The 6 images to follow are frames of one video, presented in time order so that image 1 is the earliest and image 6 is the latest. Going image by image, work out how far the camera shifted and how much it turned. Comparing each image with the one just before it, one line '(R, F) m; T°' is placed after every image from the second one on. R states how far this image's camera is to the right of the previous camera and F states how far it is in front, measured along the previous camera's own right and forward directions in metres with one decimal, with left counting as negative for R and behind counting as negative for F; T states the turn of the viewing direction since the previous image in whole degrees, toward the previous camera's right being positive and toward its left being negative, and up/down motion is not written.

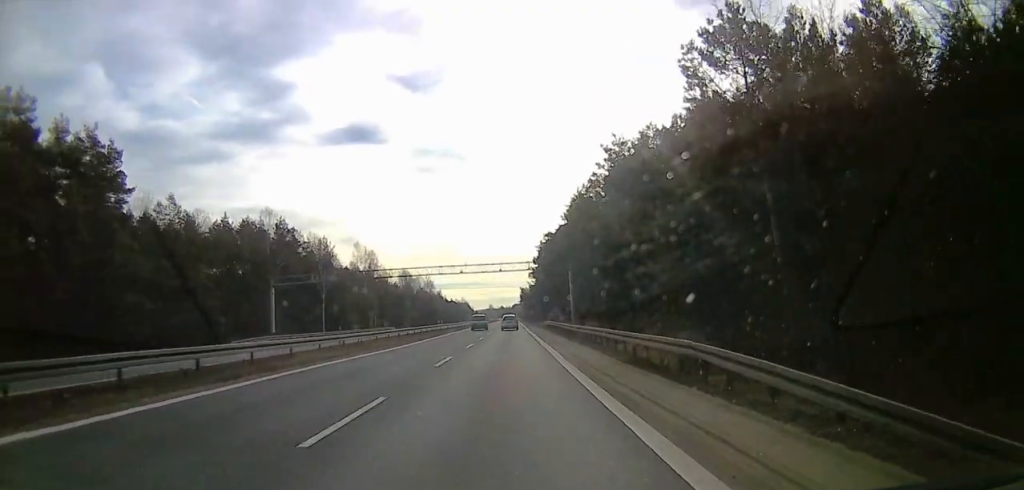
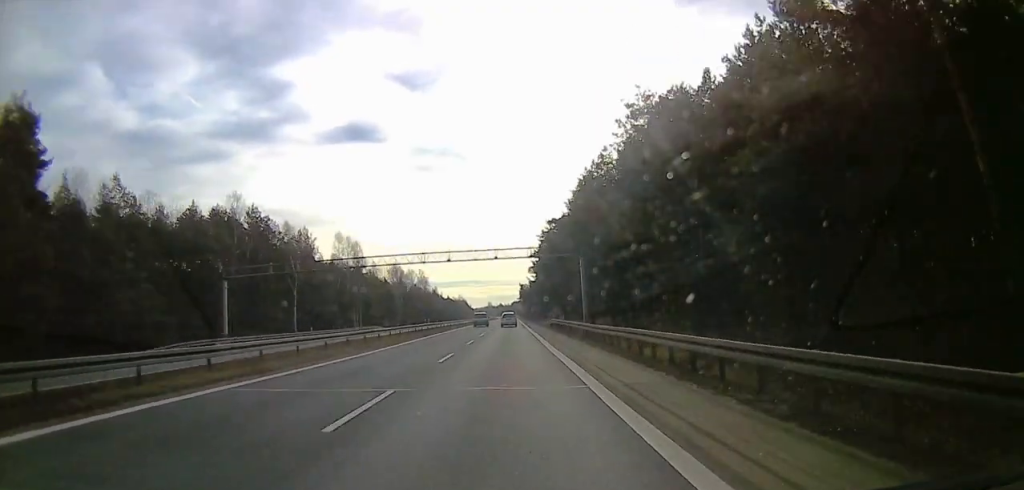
(-0.5, +11.7) m; 0°
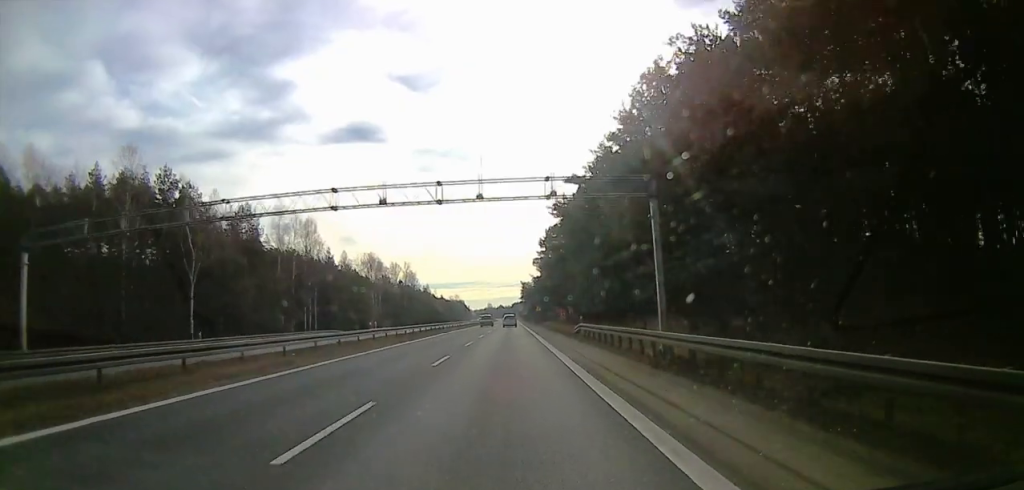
(+0.4, +28.1) m; +2°
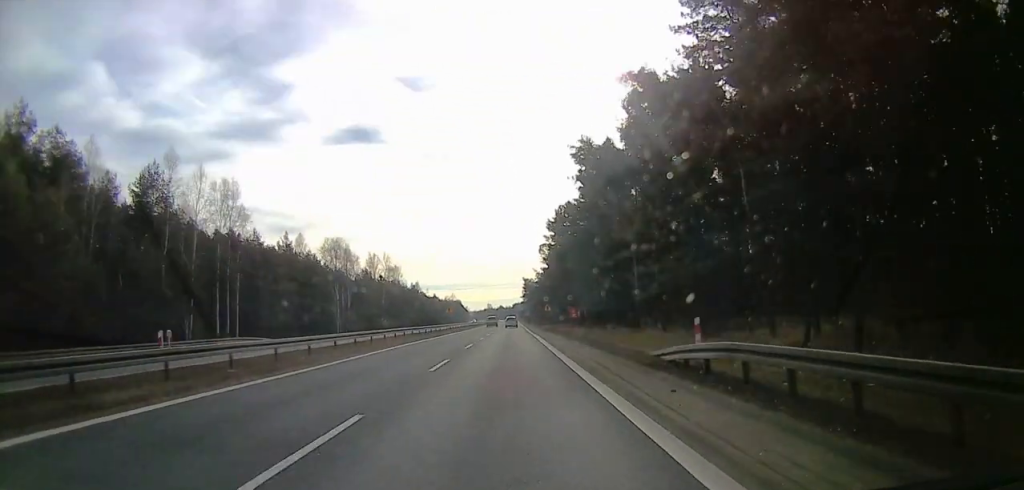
(+0.3, +27.9) m; 0°
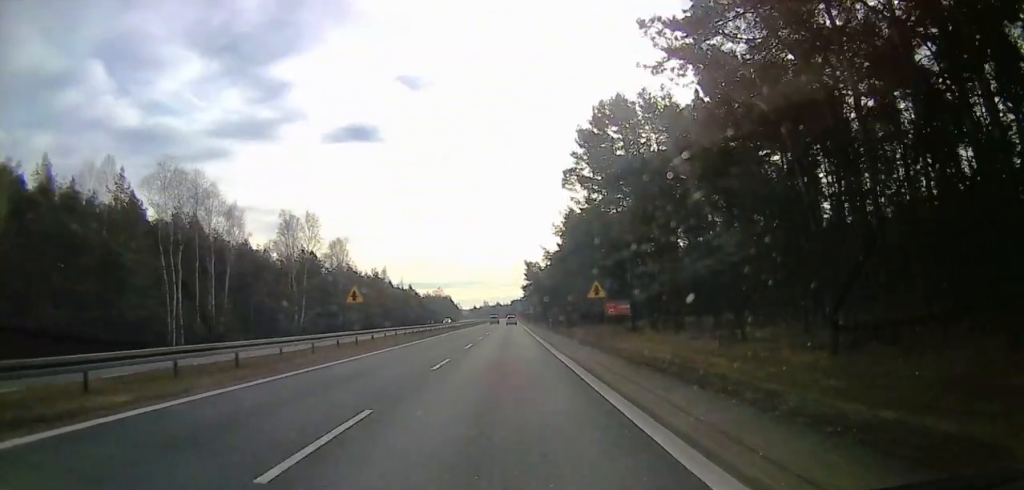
(-1.3, +40.9) m; -3°
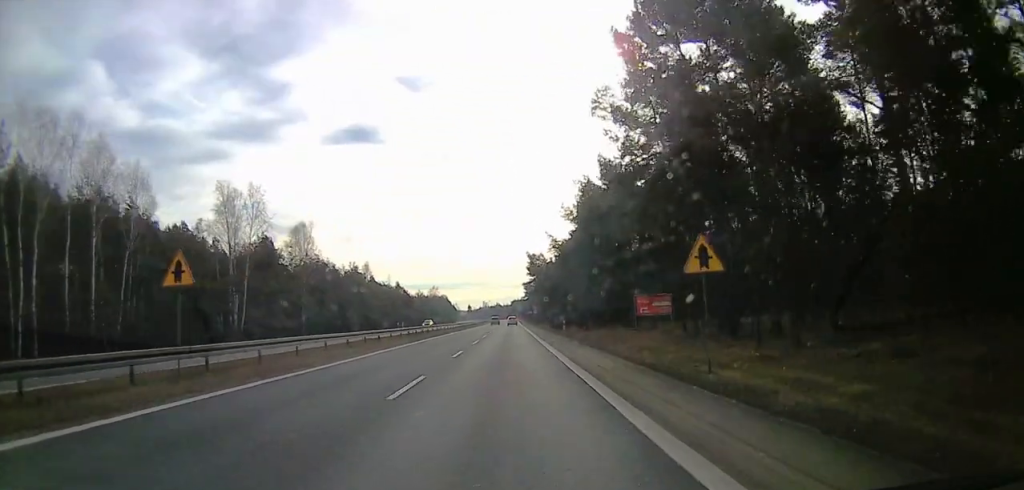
(0.0, +14.8) m; -2°
